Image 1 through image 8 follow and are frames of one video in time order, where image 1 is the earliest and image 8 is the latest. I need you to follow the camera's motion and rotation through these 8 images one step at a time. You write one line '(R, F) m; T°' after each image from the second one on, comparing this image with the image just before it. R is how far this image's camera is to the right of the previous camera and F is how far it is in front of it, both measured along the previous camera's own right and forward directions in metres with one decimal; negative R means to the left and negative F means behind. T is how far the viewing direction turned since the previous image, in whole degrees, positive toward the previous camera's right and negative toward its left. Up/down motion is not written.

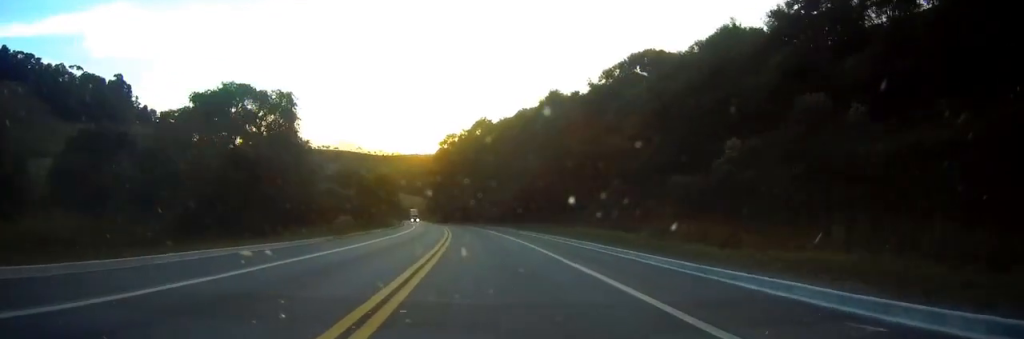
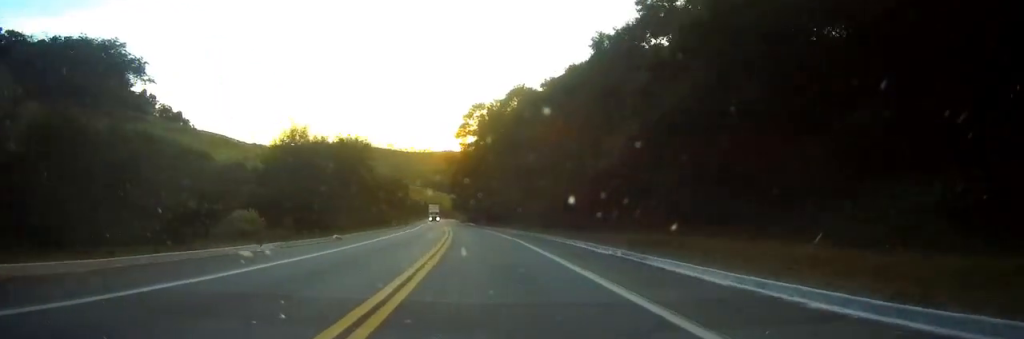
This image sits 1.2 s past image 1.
(-0.9, +39.6) m; -3°
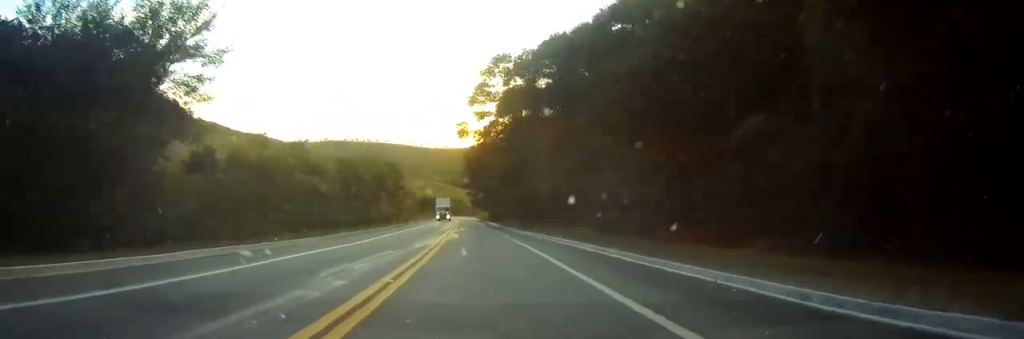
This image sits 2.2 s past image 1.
(-0.7, +34.4) m; -2°
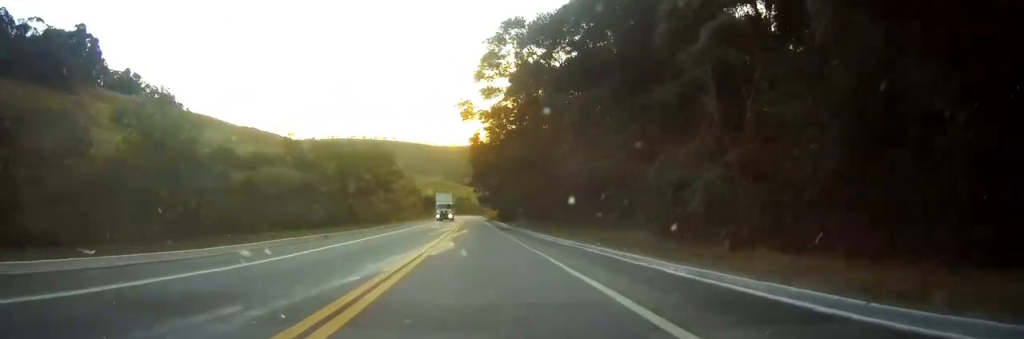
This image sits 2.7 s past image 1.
(-0.1, +14.5) m; 0°
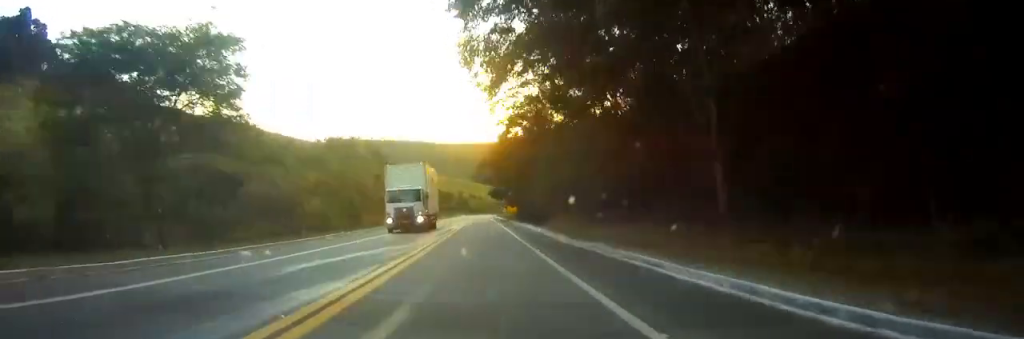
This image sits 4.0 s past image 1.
(-0.5, +44.6) m; -1°
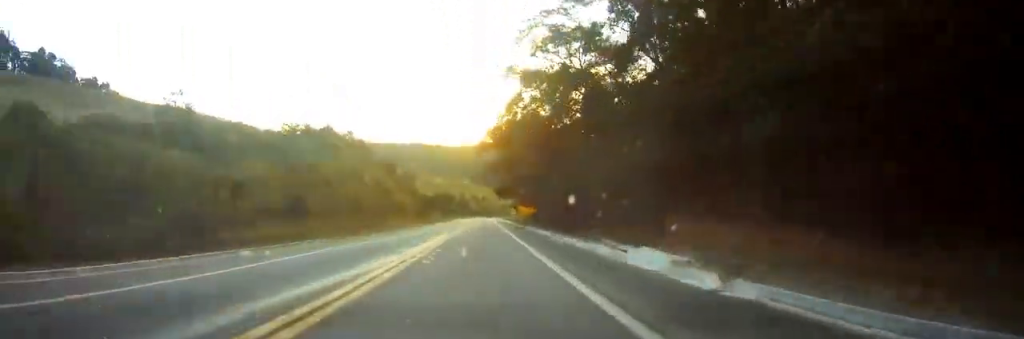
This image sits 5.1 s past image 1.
(0.0, +36.8) m; 0°
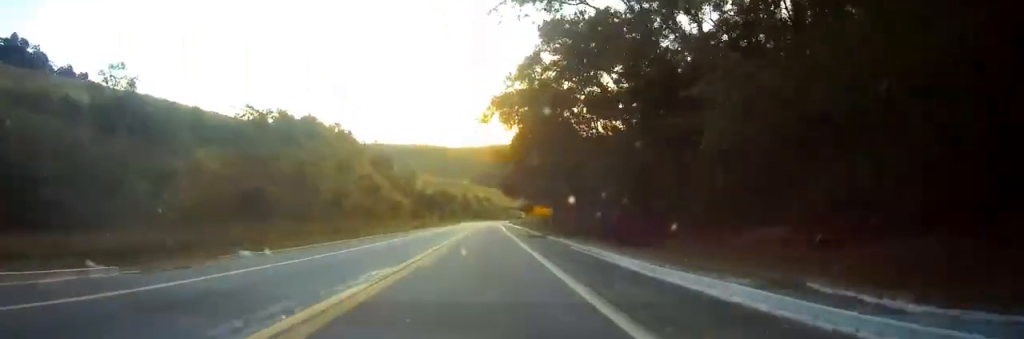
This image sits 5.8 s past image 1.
(-0.1, +22.3) m; 0°
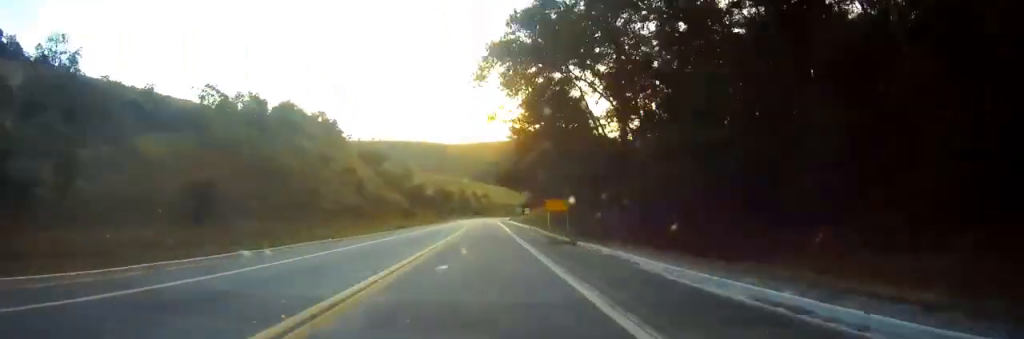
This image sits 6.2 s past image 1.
(0.0, +15.6) m; 0°
